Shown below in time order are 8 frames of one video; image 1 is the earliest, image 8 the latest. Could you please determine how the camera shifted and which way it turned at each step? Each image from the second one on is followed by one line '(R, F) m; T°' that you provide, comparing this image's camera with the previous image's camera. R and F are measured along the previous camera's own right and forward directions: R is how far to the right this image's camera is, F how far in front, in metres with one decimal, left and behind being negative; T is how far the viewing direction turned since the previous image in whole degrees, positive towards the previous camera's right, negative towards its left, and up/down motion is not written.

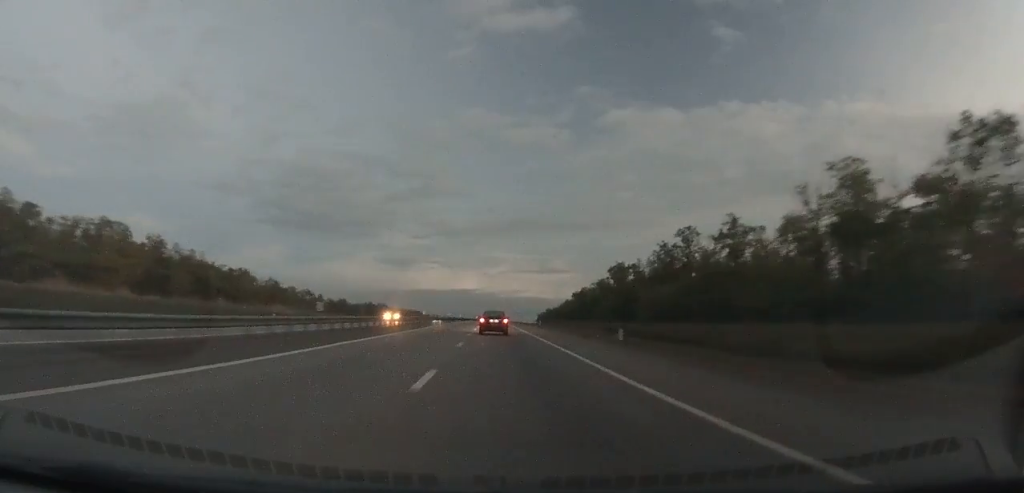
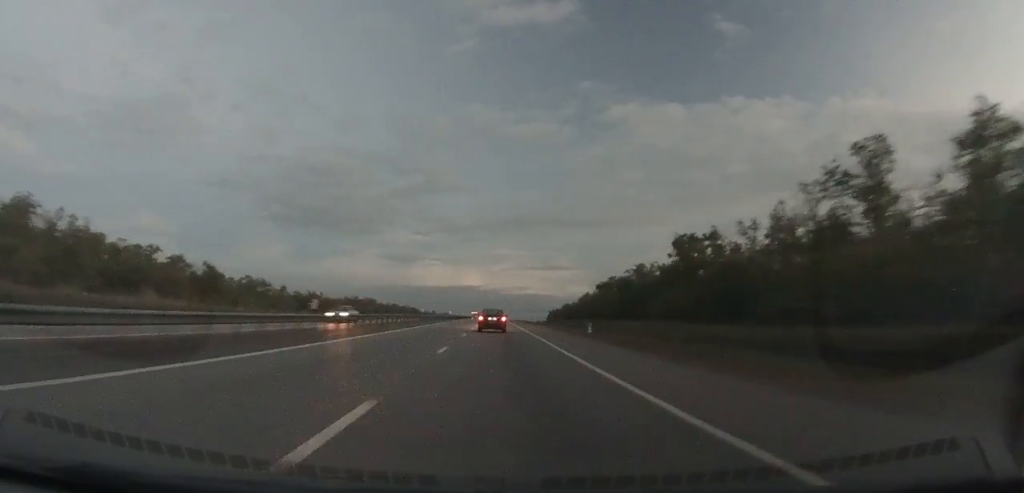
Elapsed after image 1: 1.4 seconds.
(-0.1, +41.7) m; 0°
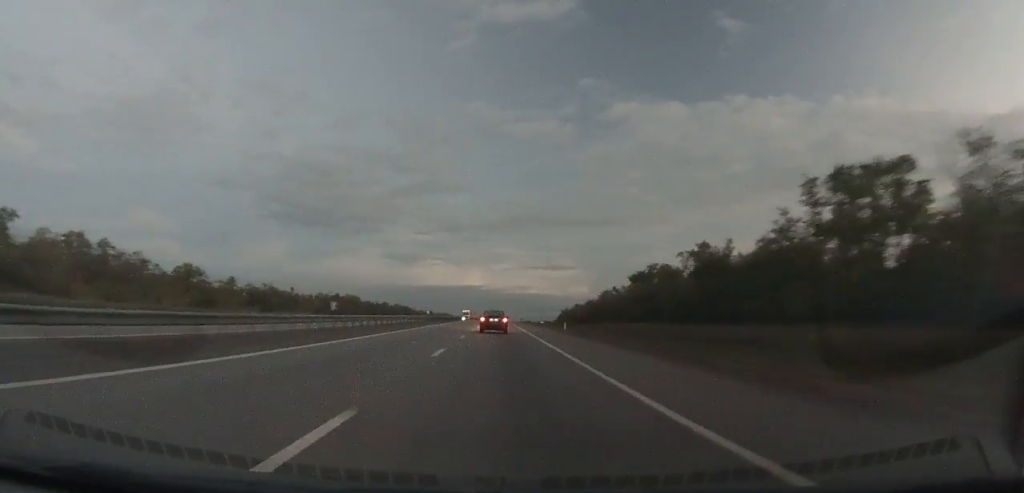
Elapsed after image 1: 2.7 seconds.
(-0.2, +39.0) m; 0°
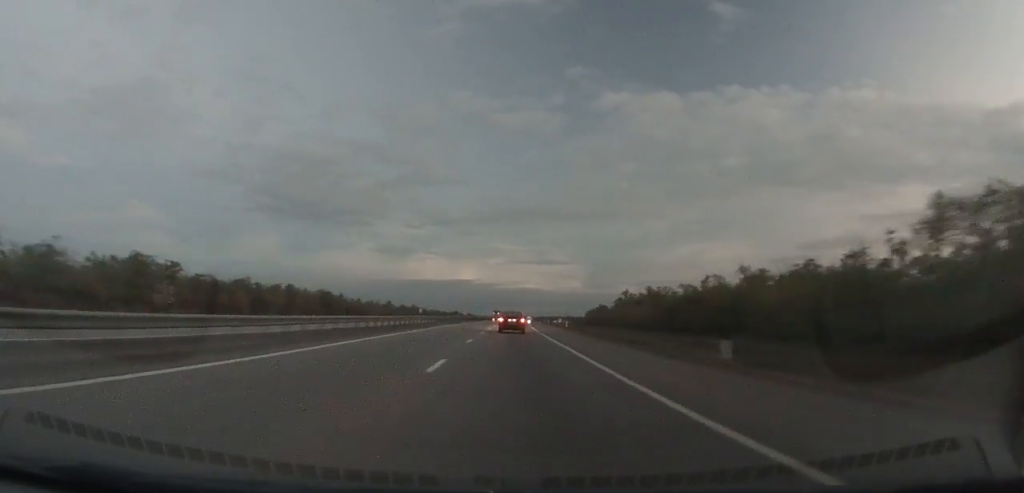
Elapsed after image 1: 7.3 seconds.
(+0.6, +138.9) m; +1°
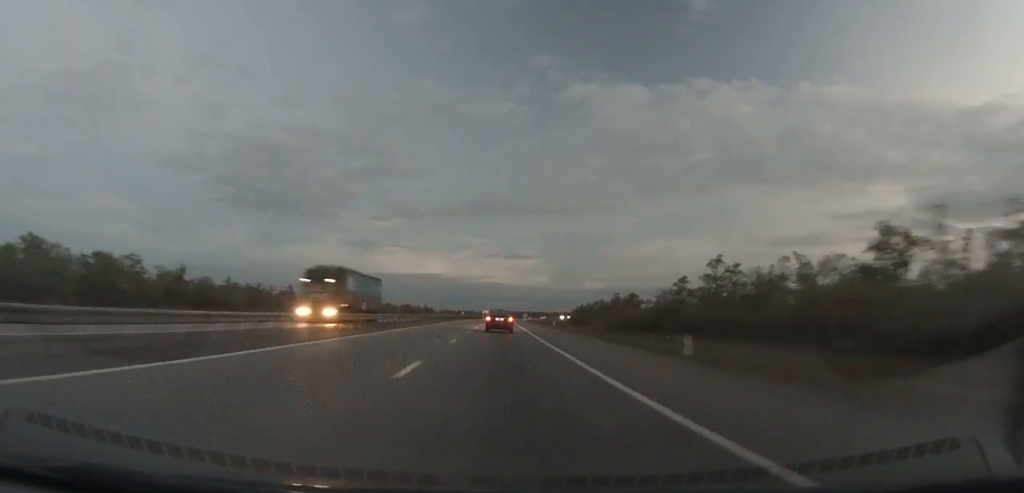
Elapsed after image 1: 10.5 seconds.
(+1.2, +95.3) m; +2°
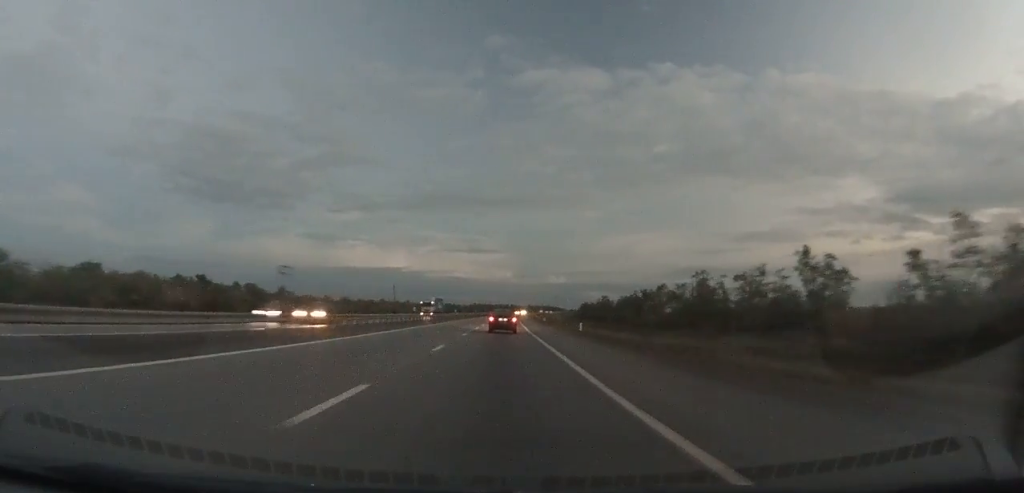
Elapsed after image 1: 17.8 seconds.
(+8.0, +221.7) m; +4°
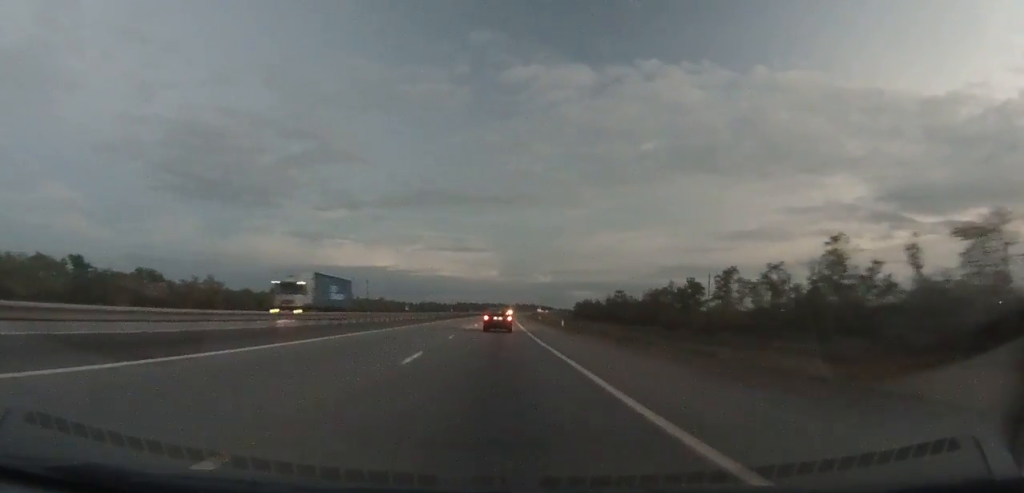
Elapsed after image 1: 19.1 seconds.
(+0.3, +39.2) m; +1°
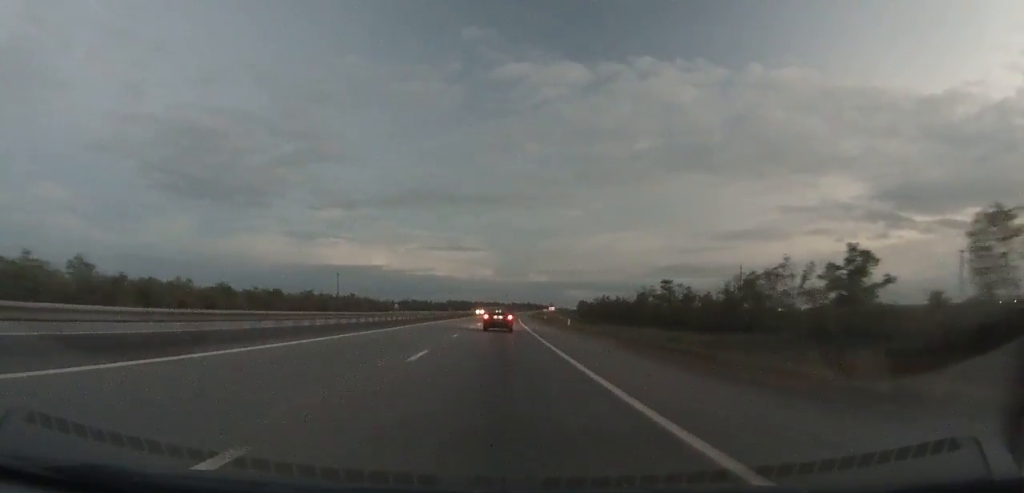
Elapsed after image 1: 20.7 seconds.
(+0.4, +48.5) m; +1°
